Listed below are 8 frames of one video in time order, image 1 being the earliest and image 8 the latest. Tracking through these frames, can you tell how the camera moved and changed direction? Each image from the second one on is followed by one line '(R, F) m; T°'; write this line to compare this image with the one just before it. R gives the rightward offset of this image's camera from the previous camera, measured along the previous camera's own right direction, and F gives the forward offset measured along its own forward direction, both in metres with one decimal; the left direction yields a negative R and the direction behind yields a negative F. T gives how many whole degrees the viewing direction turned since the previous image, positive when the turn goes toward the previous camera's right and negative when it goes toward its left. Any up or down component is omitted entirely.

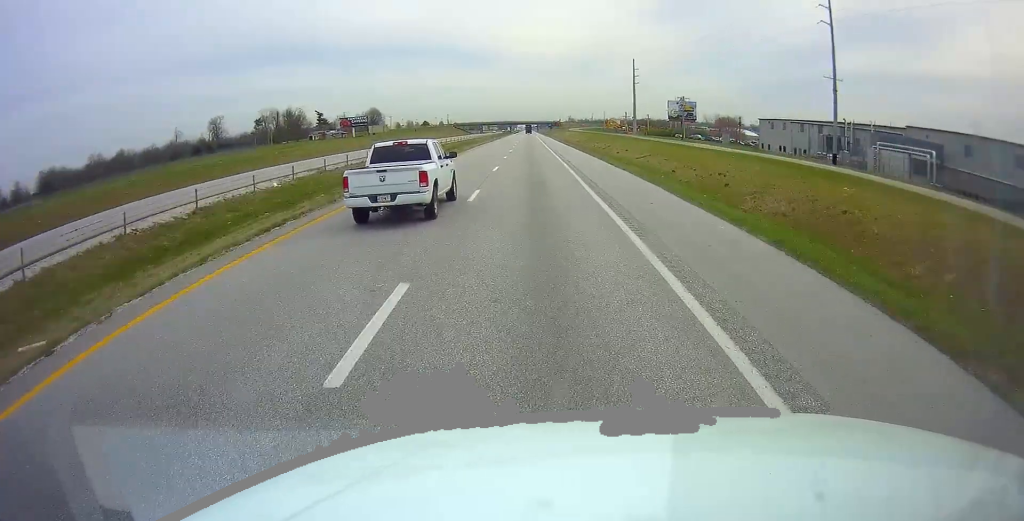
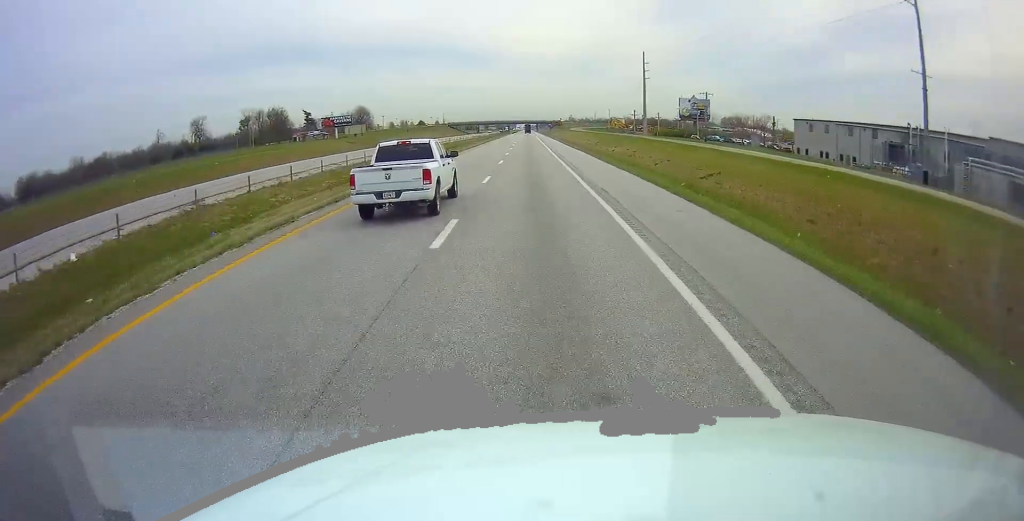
(0.0, +18.4) m; 0°
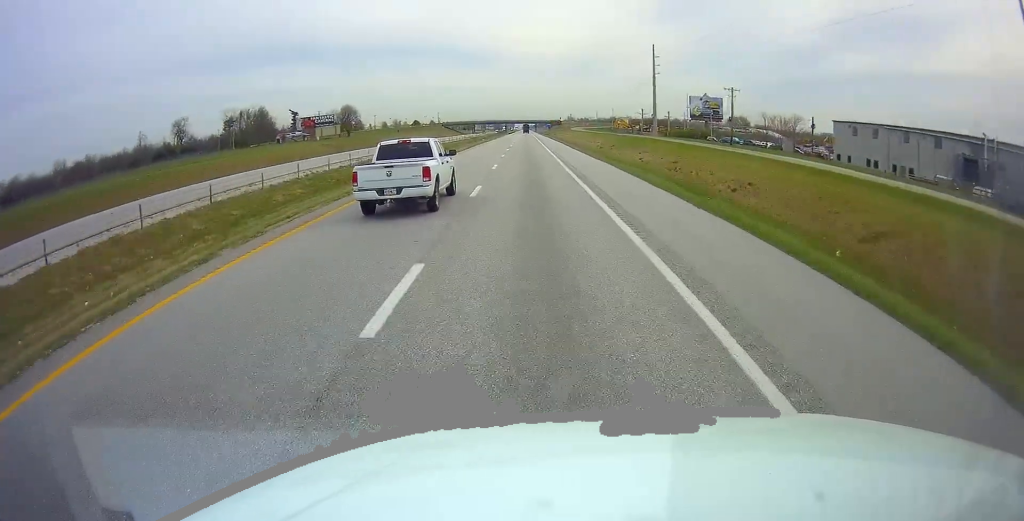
(0.0, +16.5) m; 0°
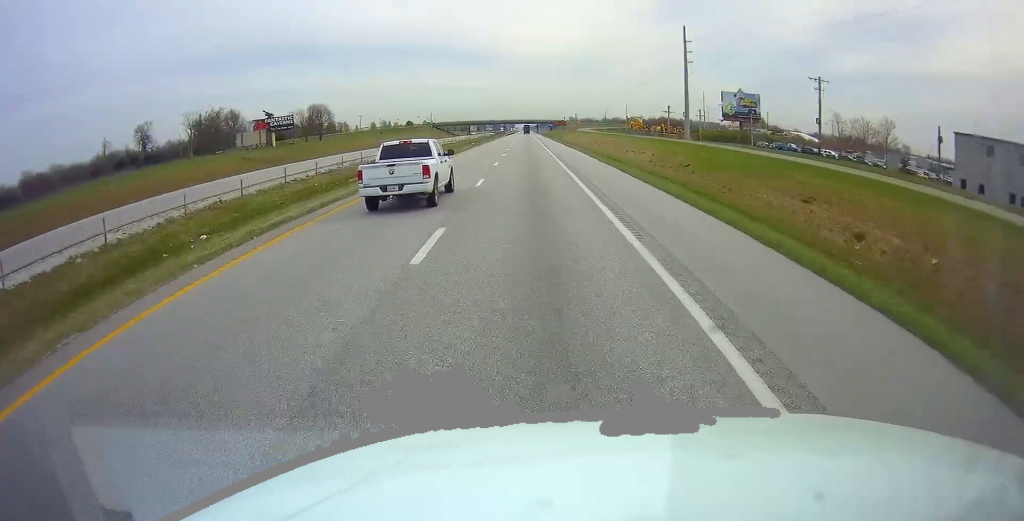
(+0.1, +33.3) m; +1°
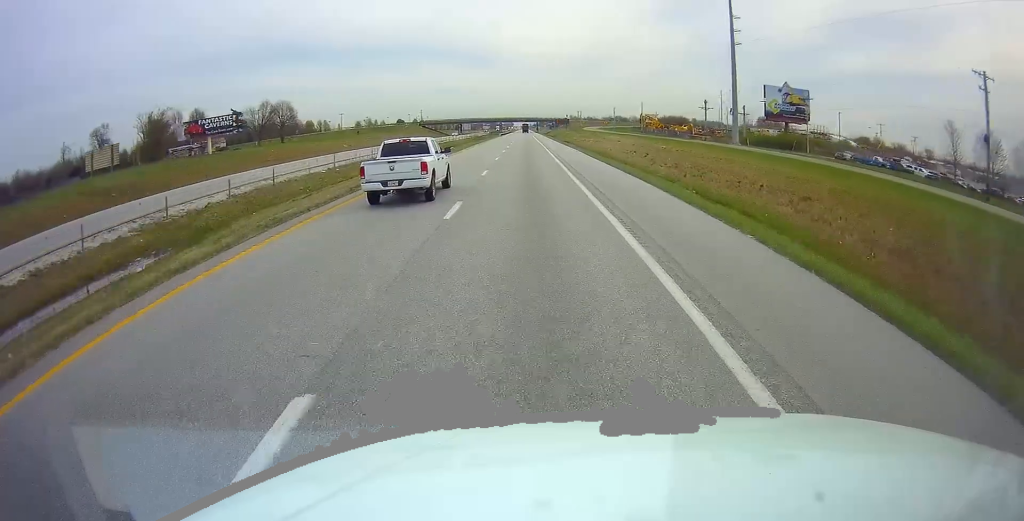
(+0.3, +32.8) m; 0°
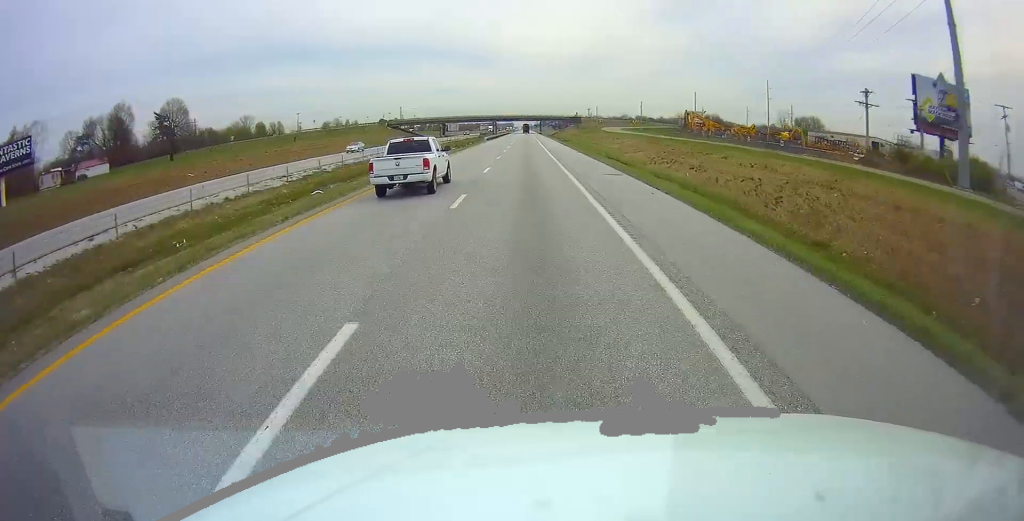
(-0.5, +62.4) m; -1°
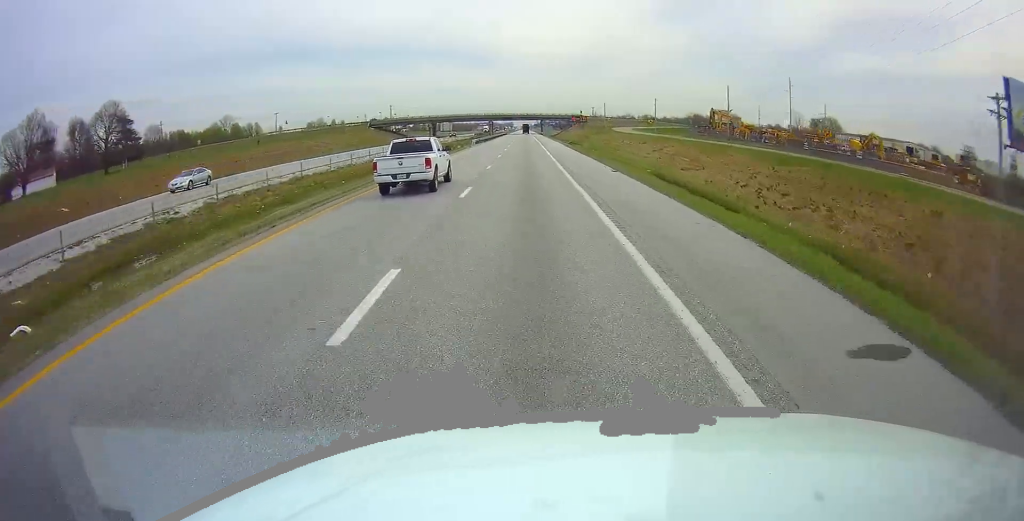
(0.0, +23.0) m; 0°
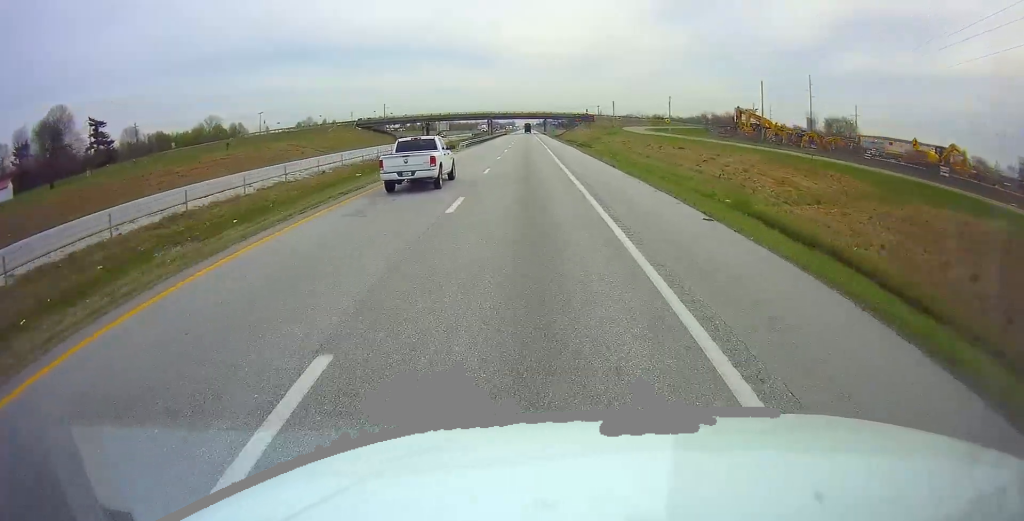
(0.0, +14.2) m; 0°
